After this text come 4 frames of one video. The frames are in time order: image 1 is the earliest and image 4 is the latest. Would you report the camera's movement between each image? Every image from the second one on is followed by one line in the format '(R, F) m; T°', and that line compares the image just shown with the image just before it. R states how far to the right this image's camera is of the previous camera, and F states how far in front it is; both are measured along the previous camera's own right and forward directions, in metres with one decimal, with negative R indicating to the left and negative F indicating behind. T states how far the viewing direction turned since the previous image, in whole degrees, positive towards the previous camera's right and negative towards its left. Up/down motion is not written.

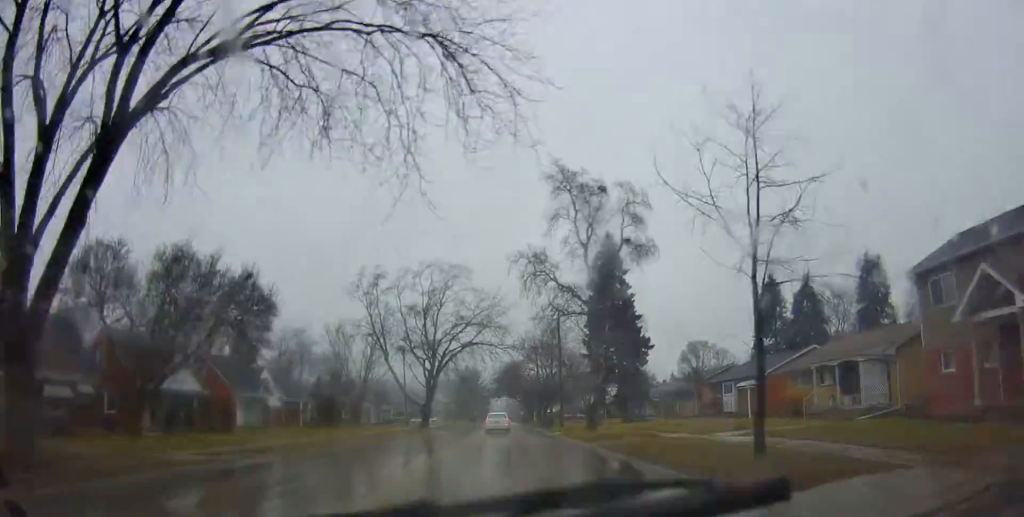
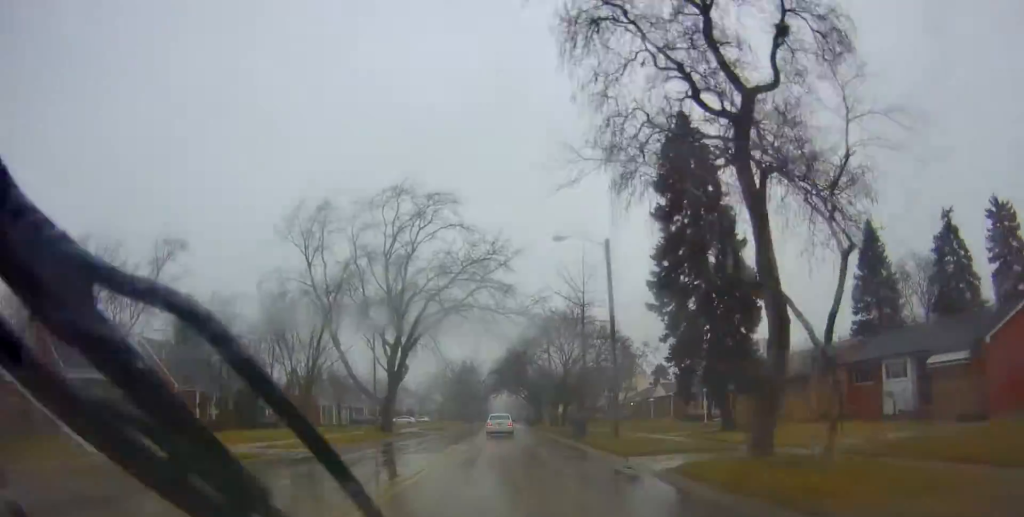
(-0.2, +22.8) m; -2°
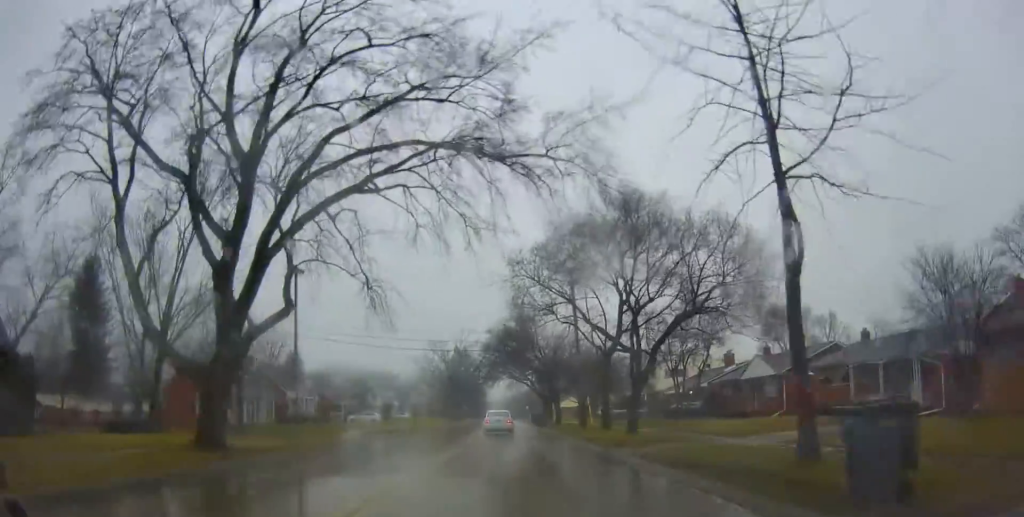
(+0.3, +28.1) m; +2°
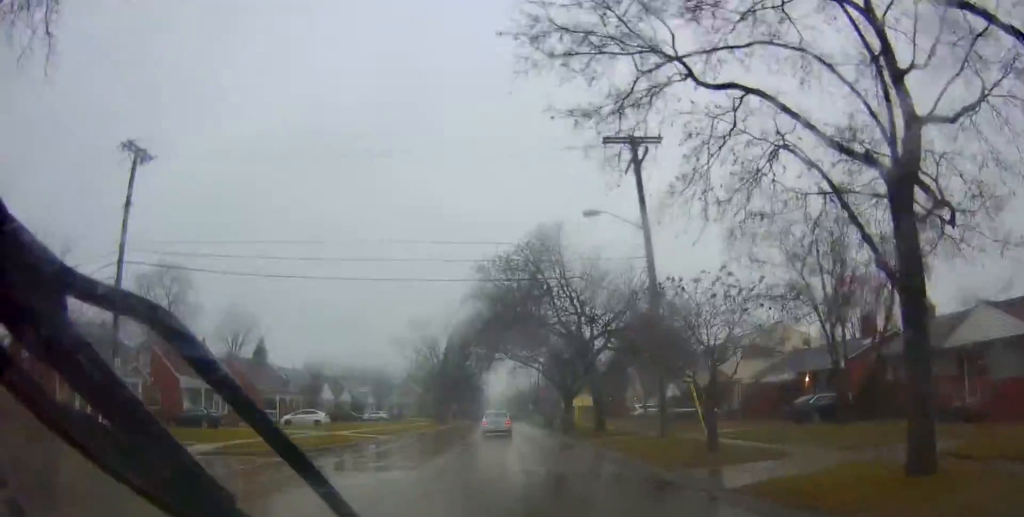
(+0.1, +23.6) m; +2°
